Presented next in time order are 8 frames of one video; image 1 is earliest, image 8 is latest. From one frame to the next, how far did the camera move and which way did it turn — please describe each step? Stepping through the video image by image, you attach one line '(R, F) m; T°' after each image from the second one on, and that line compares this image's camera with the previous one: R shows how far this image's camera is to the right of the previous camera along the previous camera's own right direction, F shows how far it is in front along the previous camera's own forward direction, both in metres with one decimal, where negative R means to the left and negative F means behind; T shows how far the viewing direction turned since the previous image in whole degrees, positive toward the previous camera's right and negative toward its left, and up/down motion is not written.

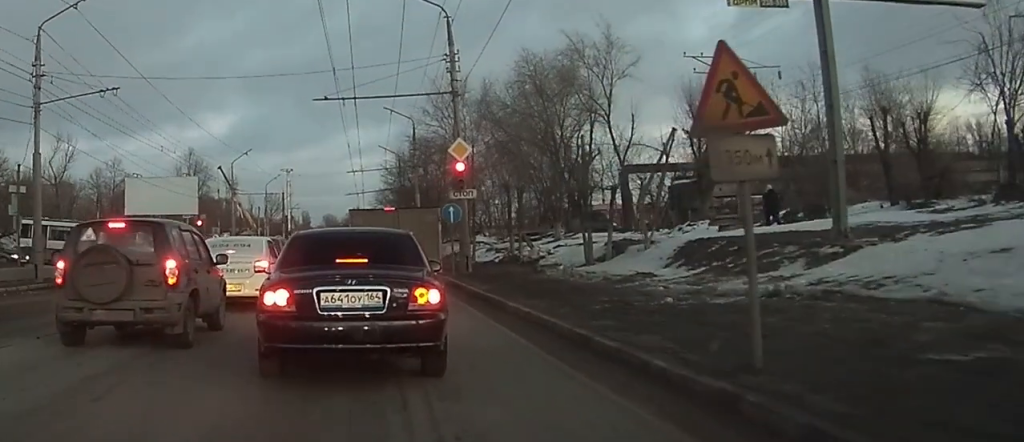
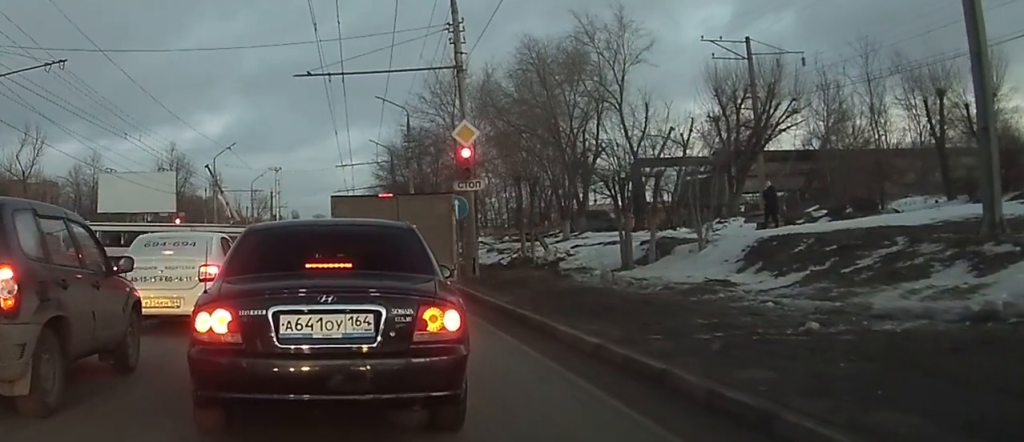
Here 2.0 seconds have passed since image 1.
(-0.1, +7.3) m; -2°
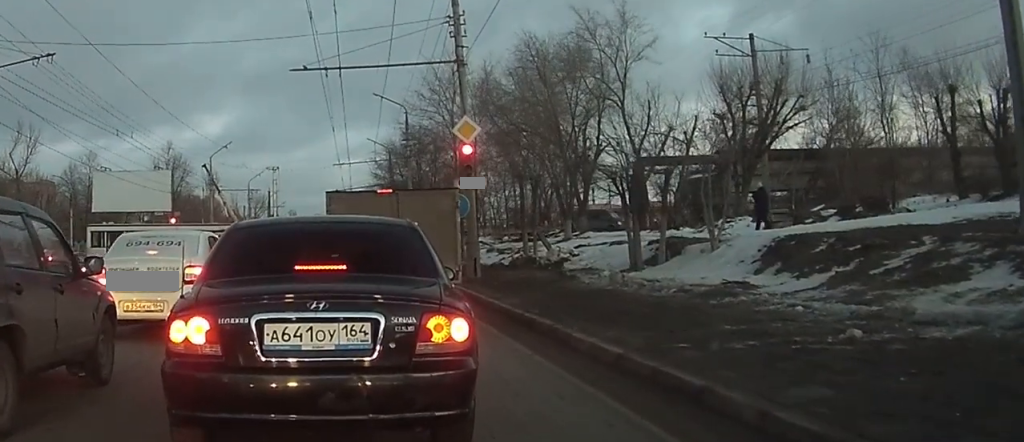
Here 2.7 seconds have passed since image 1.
(0.0, +1.5) m; 0°
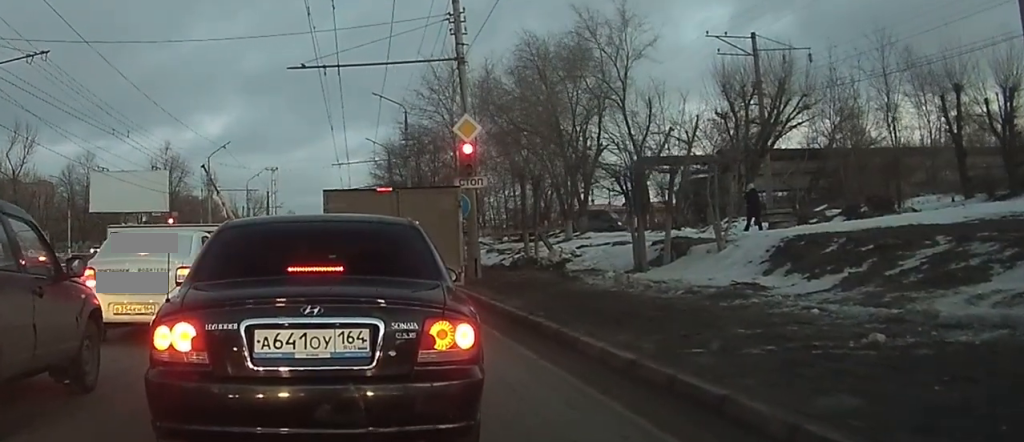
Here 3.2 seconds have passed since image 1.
(0.0, +0.7) m; 0°
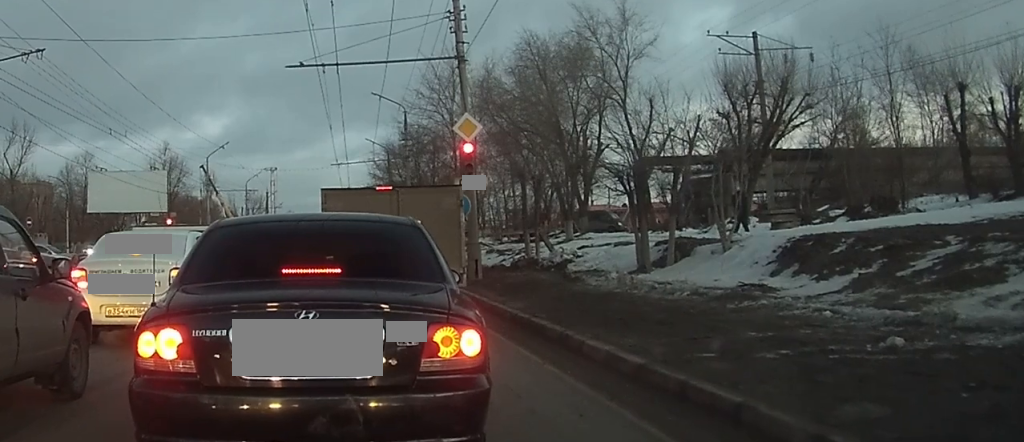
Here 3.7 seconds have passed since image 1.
(0.0, +0.7) m; 0°
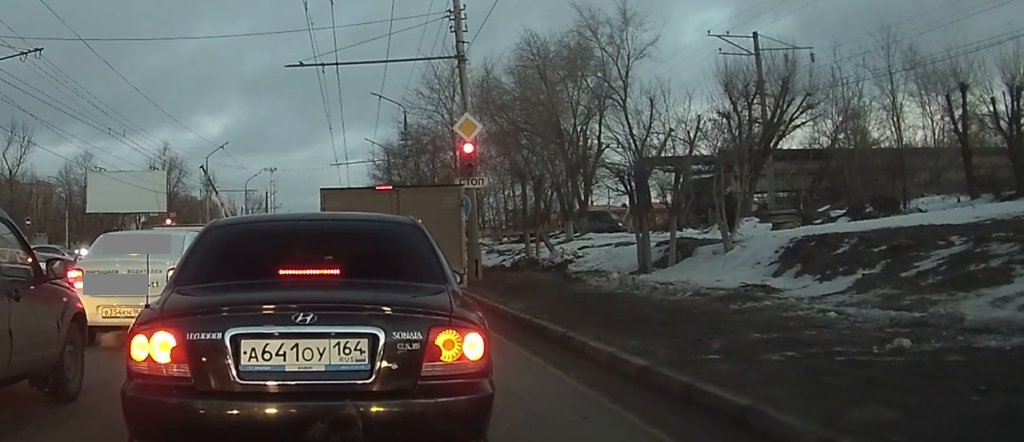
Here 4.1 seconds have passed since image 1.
(-0.1, +0.3) m; 0°
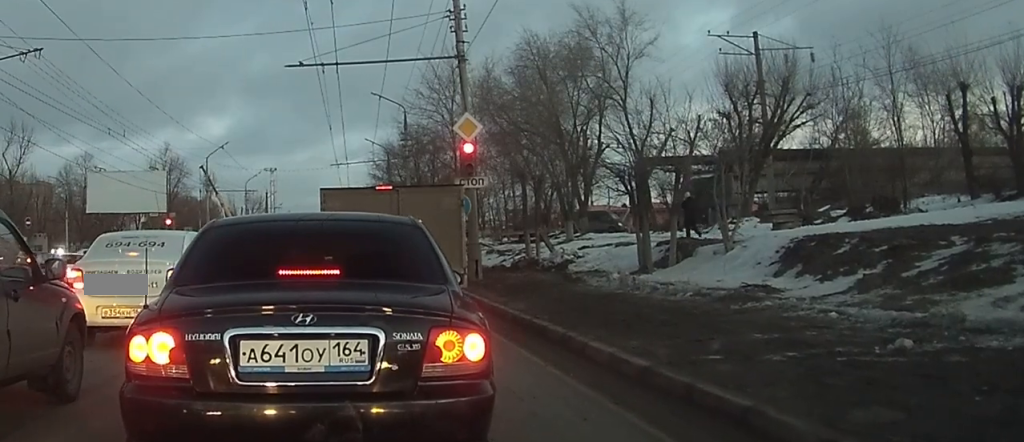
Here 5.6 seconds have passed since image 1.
(-0.2, +0.7) m; 0°
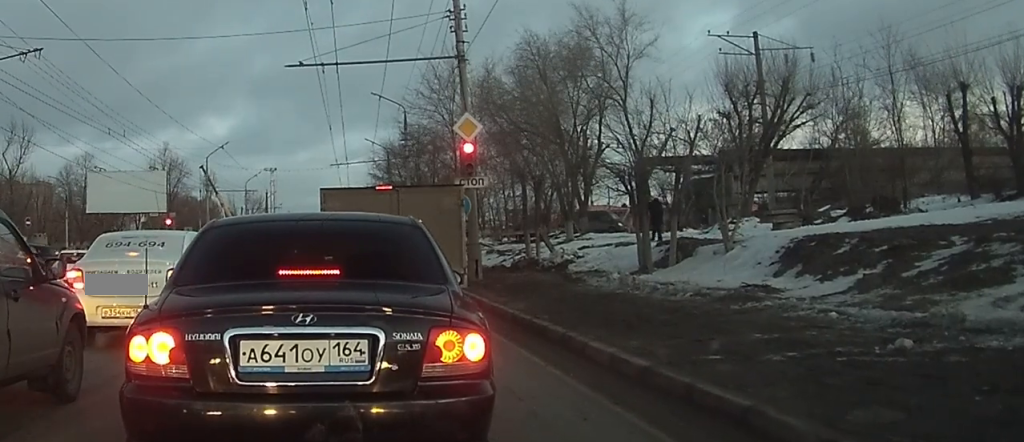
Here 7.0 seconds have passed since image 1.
(-0.1, +0.1) m; 0°
